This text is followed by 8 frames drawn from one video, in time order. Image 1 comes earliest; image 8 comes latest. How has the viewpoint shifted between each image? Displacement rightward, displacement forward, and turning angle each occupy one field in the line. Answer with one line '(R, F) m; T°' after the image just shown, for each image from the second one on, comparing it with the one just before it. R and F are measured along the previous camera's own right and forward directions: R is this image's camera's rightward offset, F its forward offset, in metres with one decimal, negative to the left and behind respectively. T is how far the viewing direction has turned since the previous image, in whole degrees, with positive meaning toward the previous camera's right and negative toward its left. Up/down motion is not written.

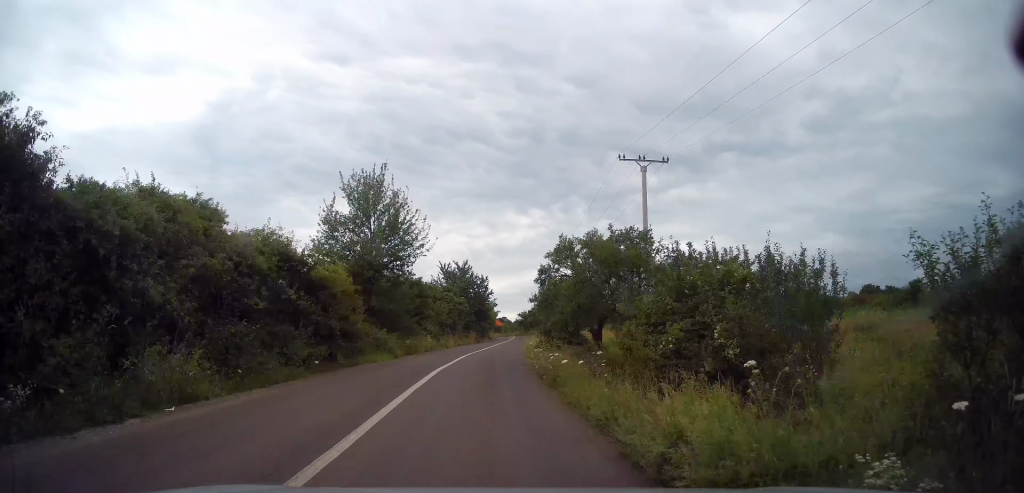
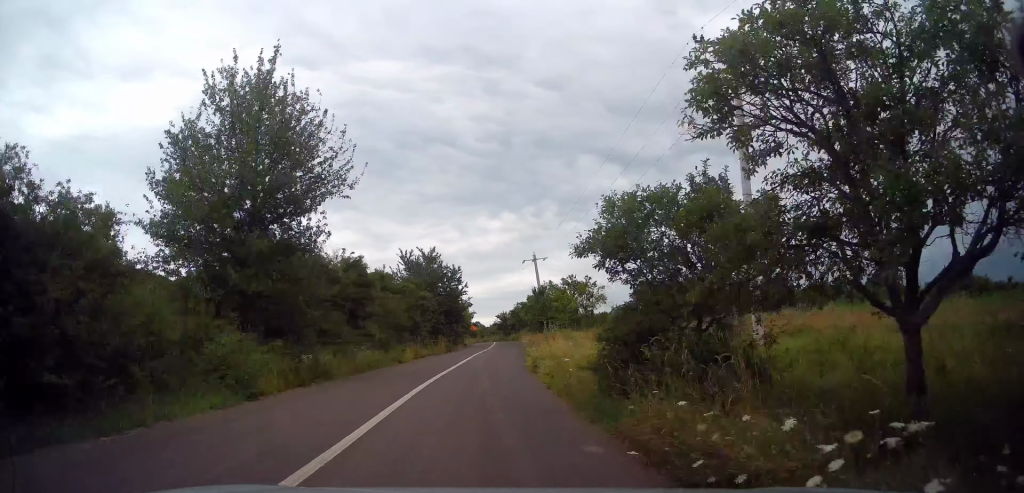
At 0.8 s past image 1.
(+2.4, +13.3) m; +2°
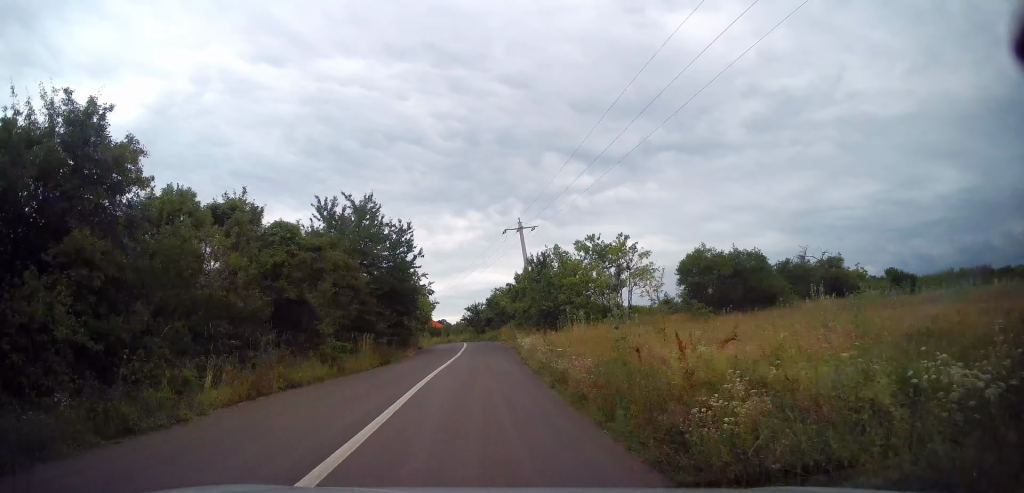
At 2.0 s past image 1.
(-3.0, +17.1) m; -18°
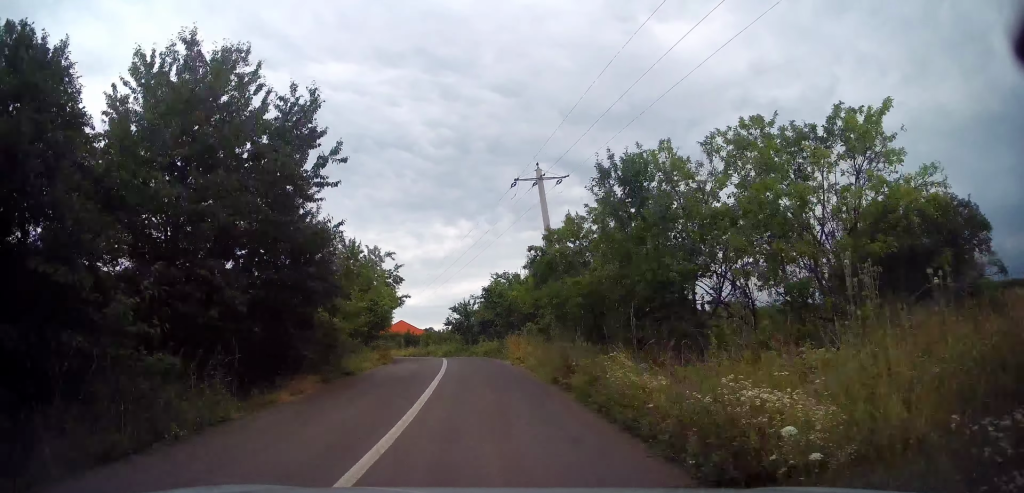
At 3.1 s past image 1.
(-0.5, +18.8) m; +5°
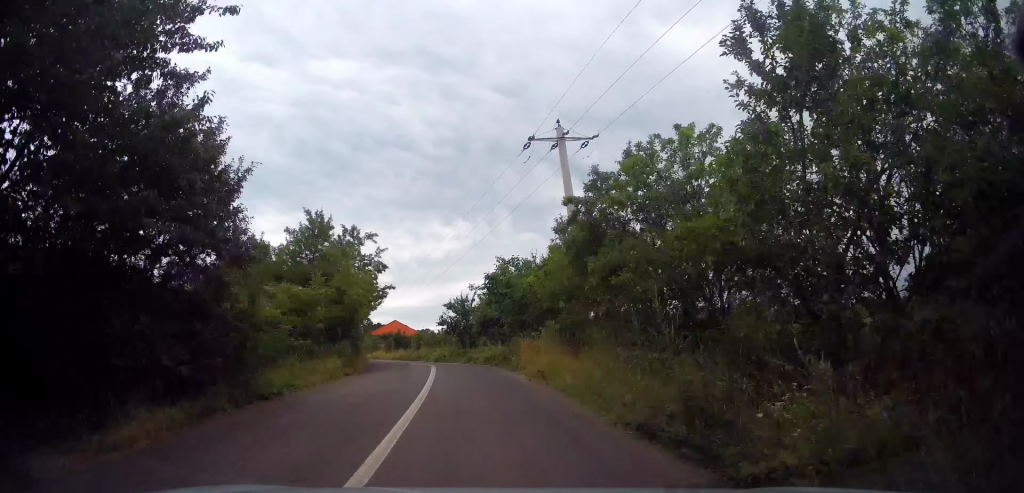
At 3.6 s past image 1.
(+0.4, +7.0) m; +3°
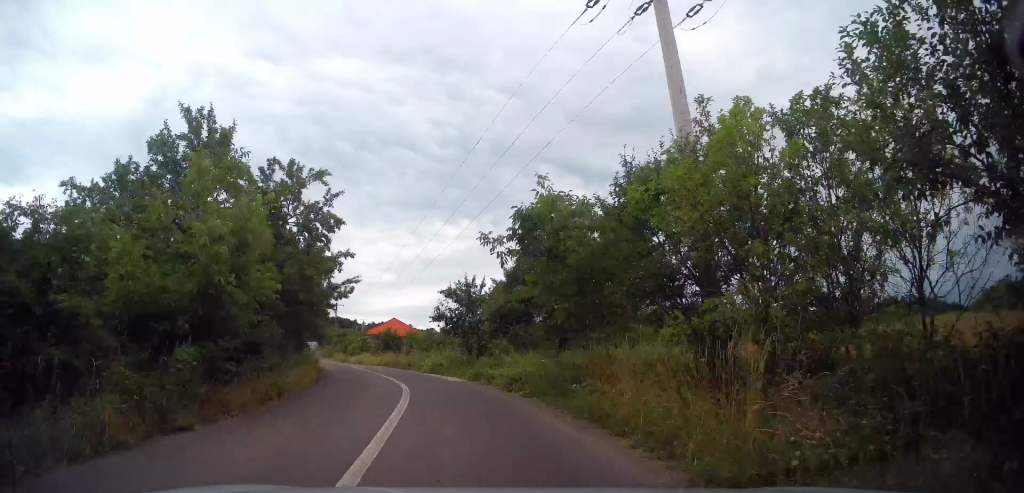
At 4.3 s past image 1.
(+0.2, +12.1) m; -1°
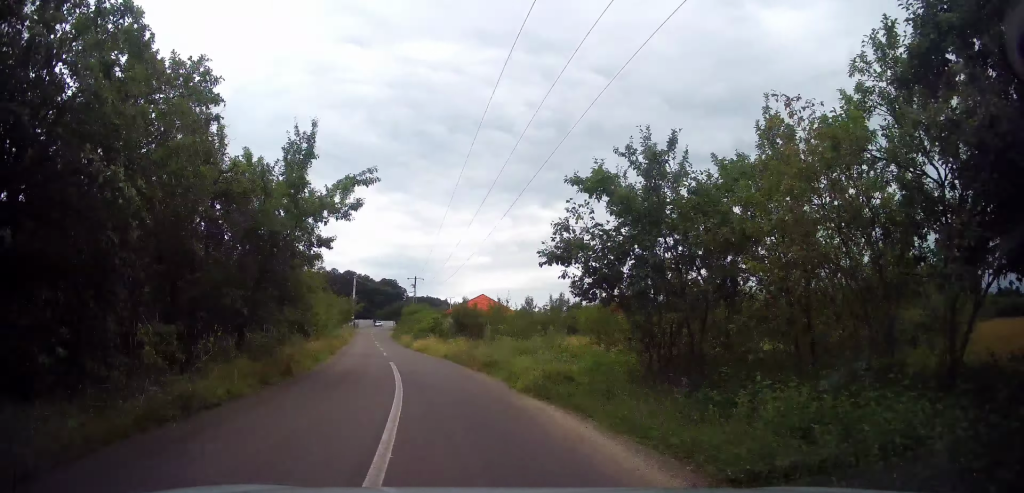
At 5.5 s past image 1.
(-0.9, +17.4) m; -7°
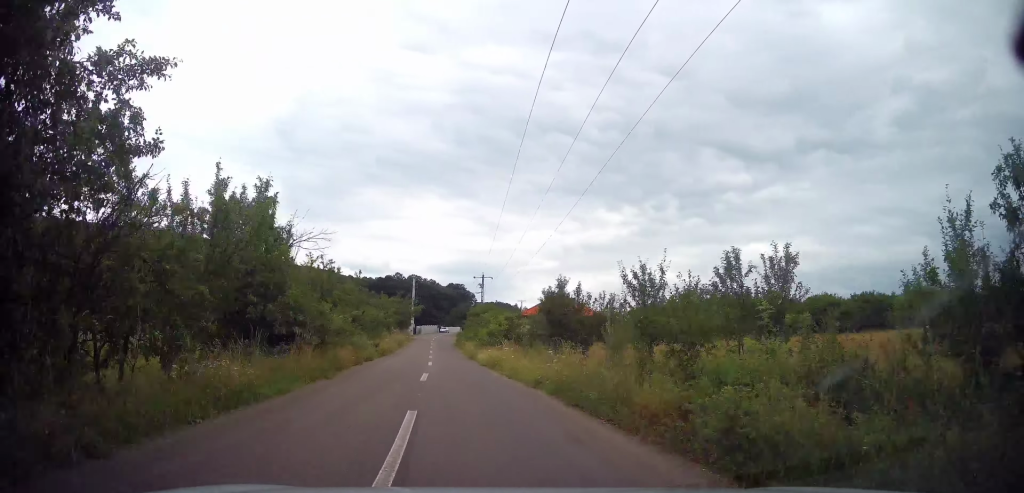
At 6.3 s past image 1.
(-0.8, +12.7) m; -5°
